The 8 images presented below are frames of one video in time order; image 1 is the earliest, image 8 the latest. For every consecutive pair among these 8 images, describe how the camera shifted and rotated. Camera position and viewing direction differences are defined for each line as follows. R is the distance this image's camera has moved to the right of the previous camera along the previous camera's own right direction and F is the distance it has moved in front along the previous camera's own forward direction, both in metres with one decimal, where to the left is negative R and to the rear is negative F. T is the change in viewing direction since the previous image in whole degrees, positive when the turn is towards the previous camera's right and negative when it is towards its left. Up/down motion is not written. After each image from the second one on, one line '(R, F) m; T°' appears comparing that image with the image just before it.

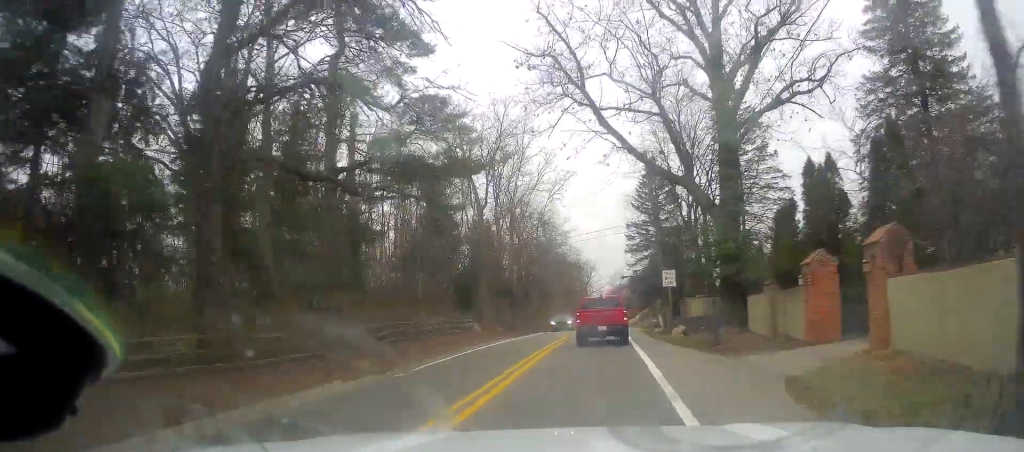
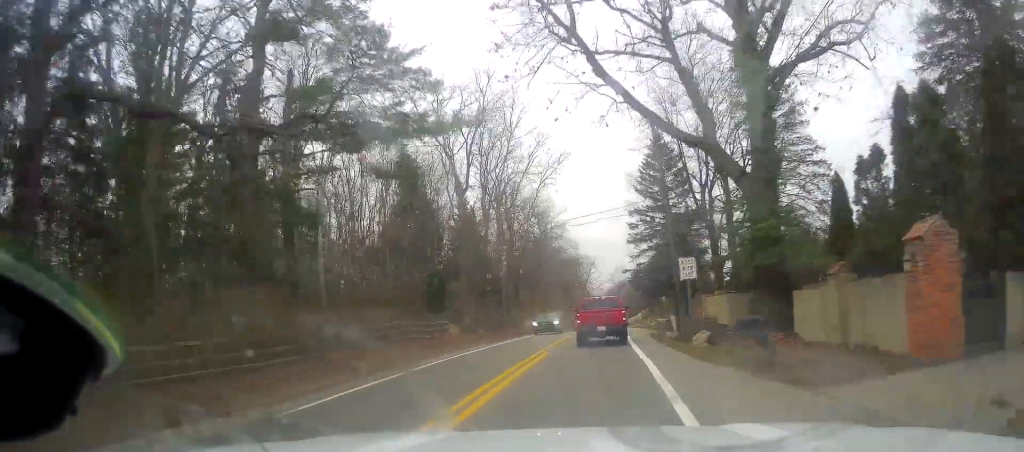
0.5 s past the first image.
(0.0, +6.5) m; 0°
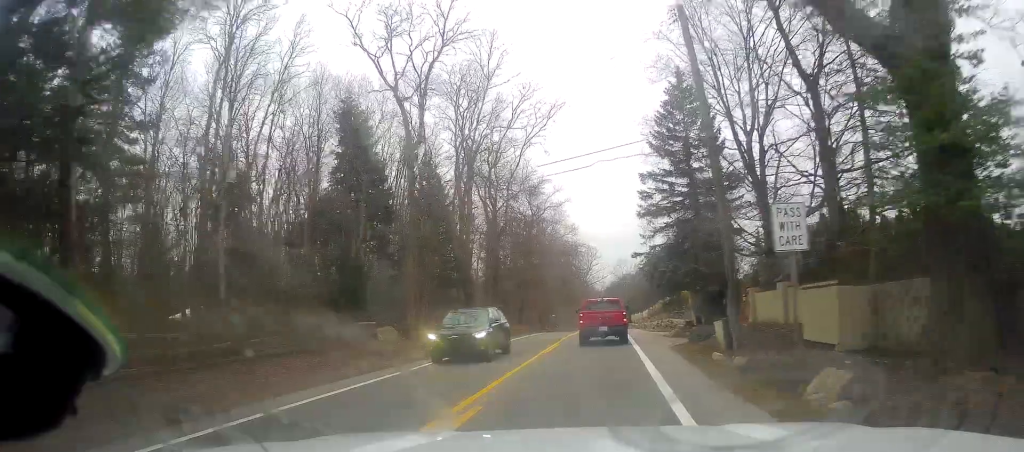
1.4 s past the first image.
(0.0, +11.9) m; 0°
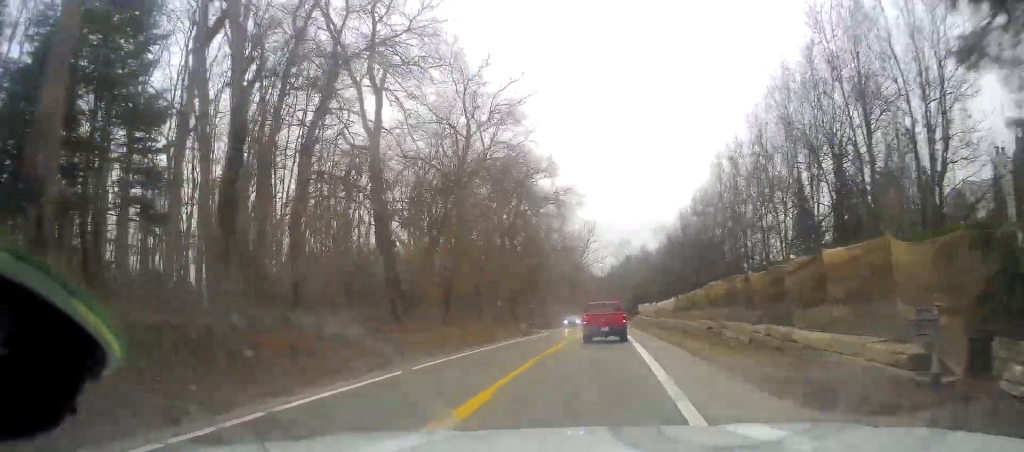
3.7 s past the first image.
(-0.3, +31.1) m; -1°
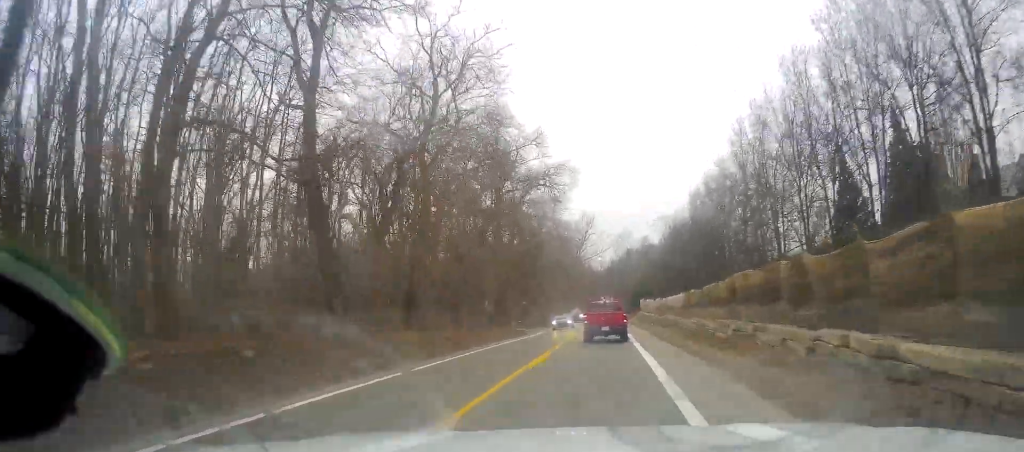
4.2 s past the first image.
(0.0, +6.6) m; 0°
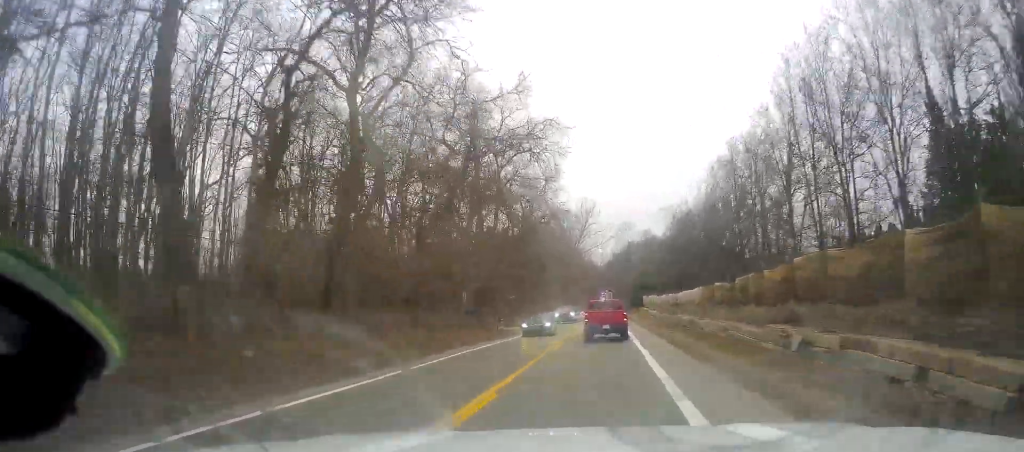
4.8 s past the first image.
(+0.2, +8.8) m; -1°
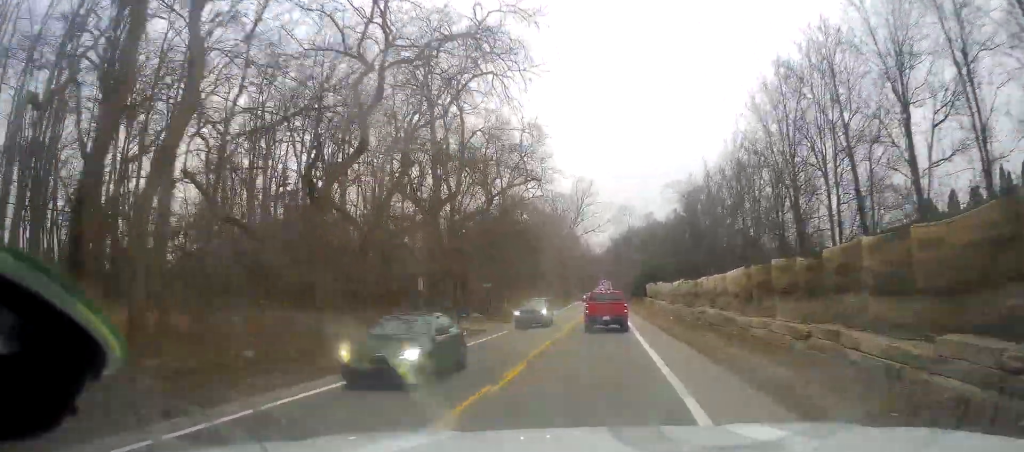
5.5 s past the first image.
(-0.2, +11.3) m; 0°
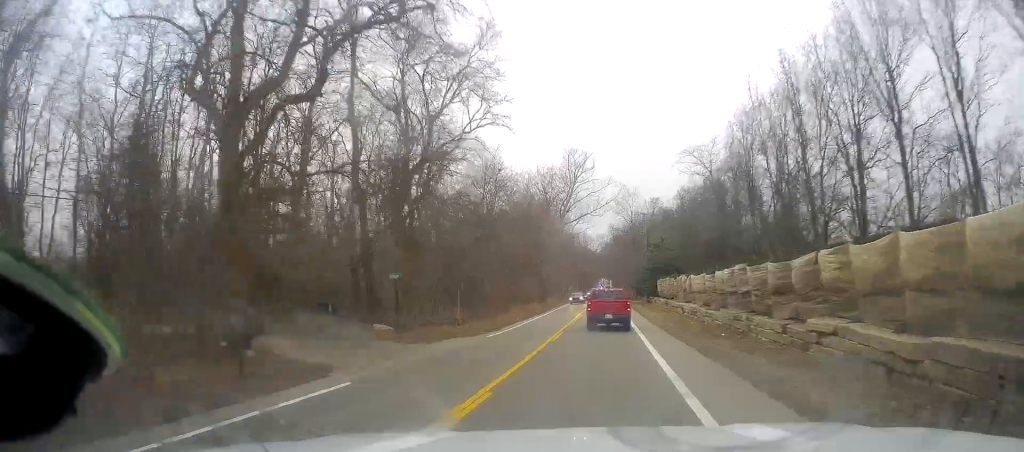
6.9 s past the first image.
(+0.4, +20.1) m; +1°
